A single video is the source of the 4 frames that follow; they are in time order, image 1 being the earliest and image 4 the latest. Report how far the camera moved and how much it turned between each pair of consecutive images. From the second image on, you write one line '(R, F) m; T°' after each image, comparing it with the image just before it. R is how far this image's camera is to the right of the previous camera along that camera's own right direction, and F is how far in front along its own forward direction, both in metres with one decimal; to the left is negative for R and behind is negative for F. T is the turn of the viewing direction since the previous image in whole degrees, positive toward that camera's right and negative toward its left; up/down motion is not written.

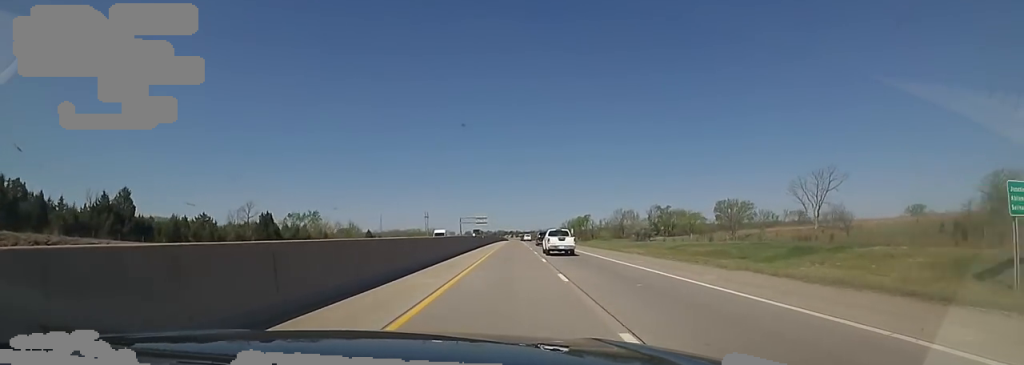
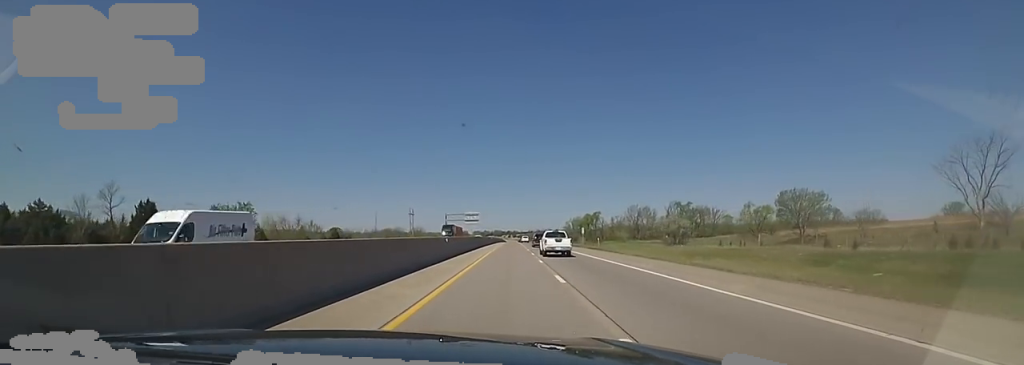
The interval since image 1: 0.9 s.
(-0.3, +30.1) m; +1°
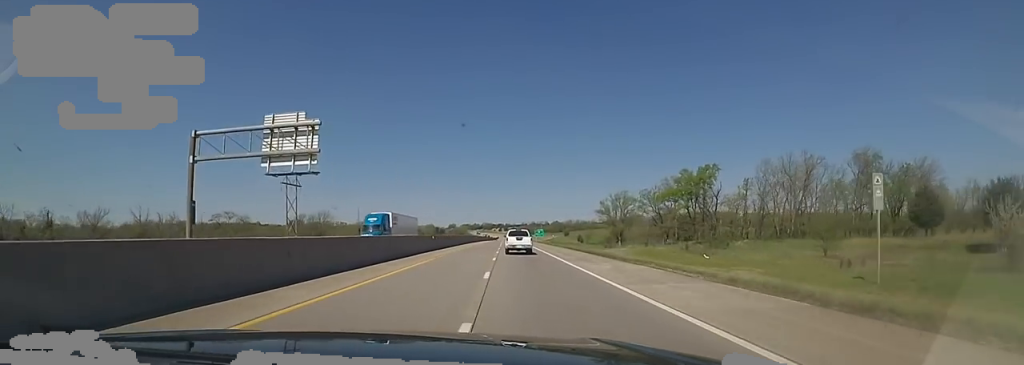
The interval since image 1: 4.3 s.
(-0.1, +110.9) m; +1°
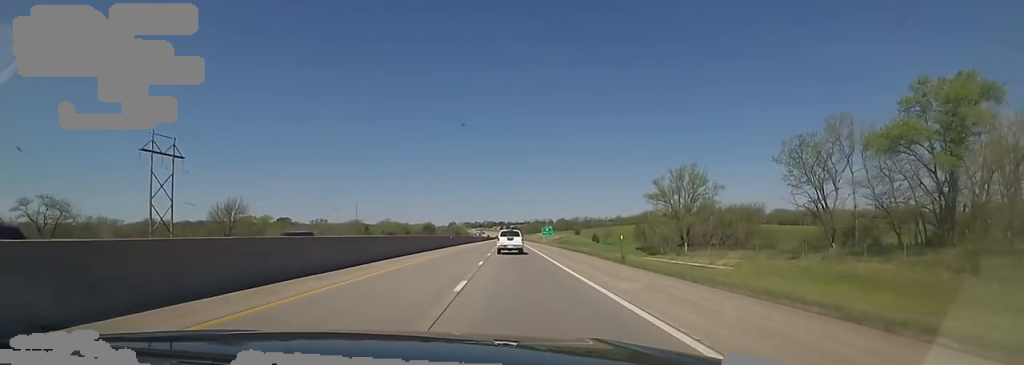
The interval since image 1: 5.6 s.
(+1.0, +43.7) m; -1°
